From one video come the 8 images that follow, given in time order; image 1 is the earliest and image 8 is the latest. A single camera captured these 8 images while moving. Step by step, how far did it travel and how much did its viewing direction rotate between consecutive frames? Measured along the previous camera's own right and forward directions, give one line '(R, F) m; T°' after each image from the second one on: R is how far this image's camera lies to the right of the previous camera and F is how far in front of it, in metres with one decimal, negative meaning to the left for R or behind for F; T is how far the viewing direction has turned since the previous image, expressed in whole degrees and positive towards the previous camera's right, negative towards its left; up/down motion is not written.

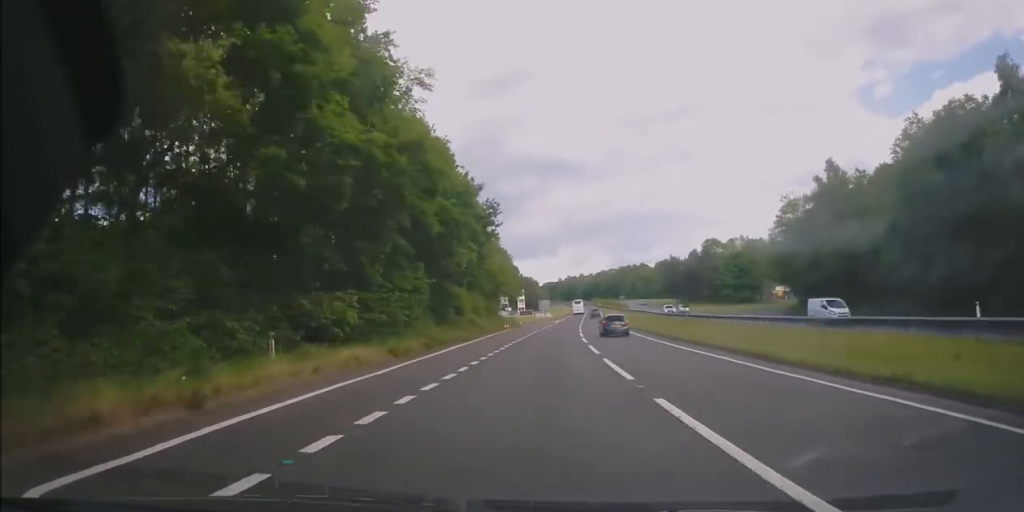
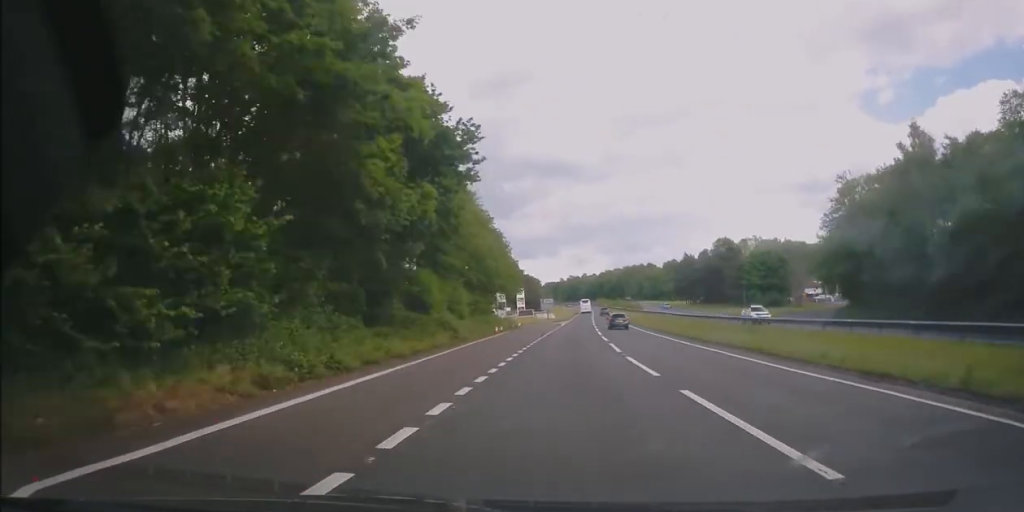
(-0.1, +16.9) m; 0°
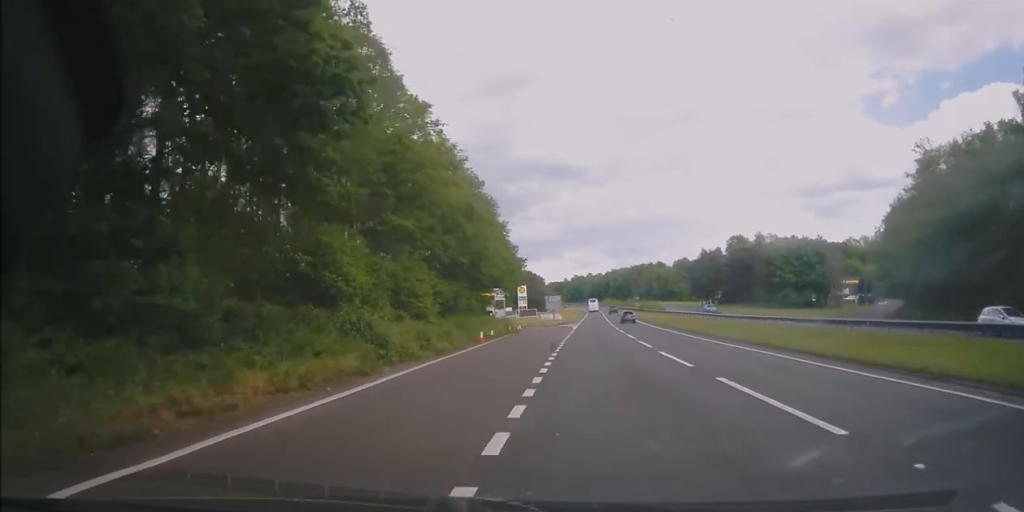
(0.0, +16.3) m; +1°
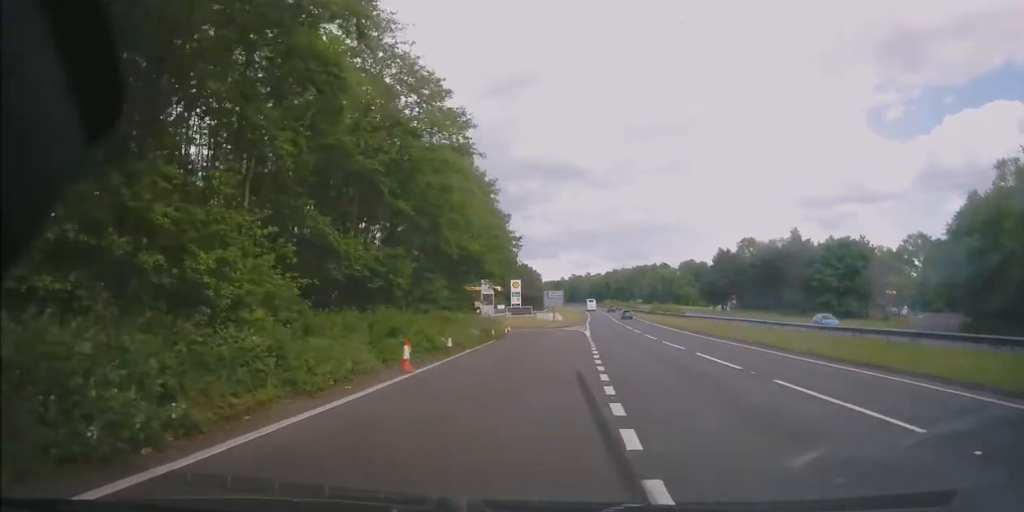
(+0.2, +17.6) m; 0°
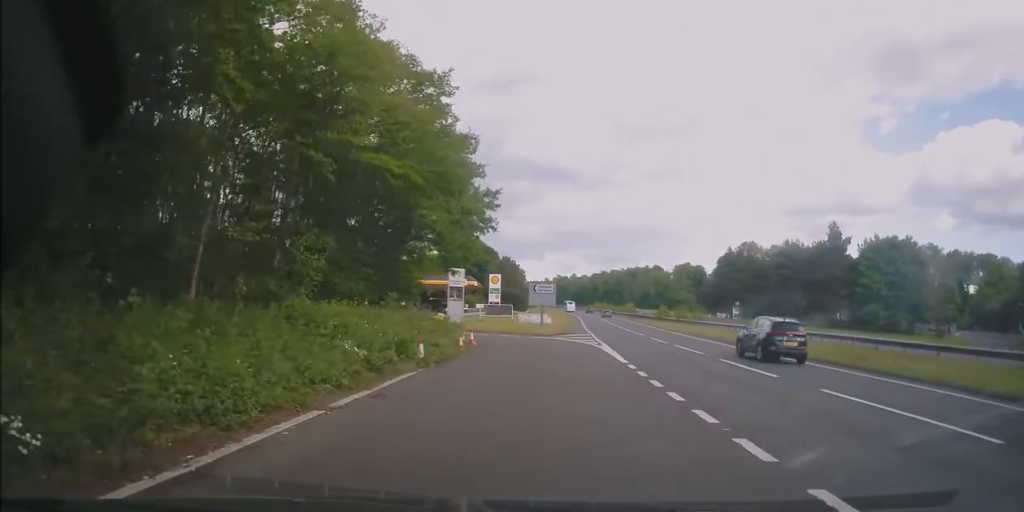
(-0.1, +18.8) m; +1°
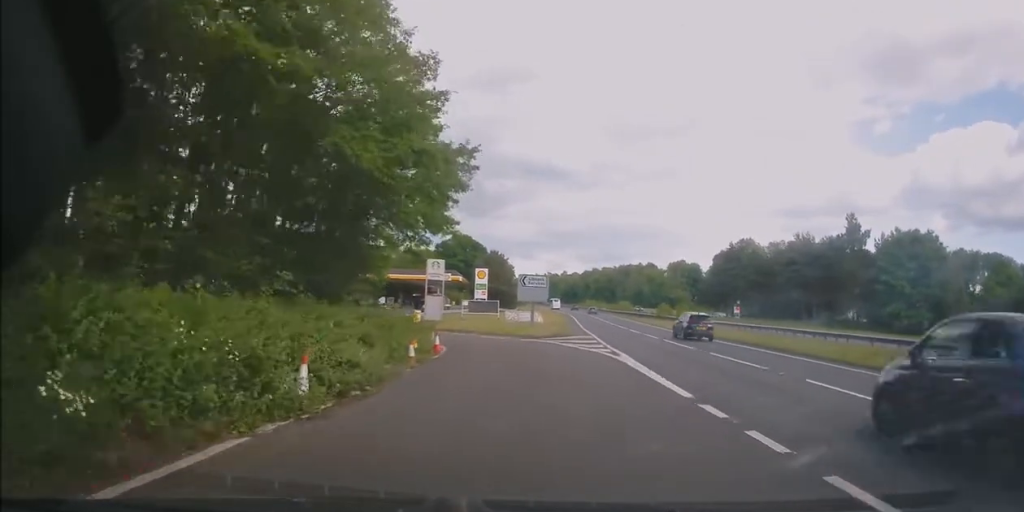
(+0.1, +8.0) m; +1°
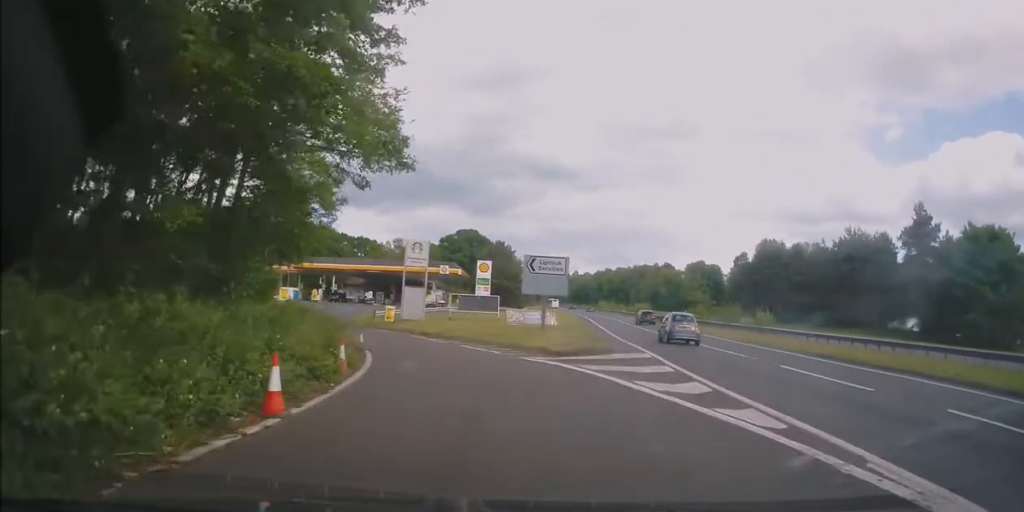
(+0.1, +14.5) m; -1°
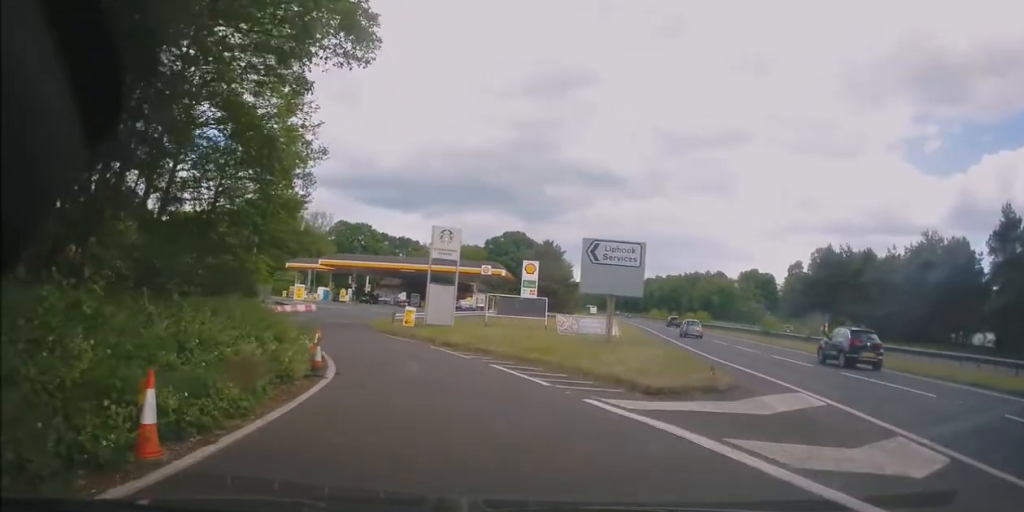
(-0.3, +9.1) m; -6°
